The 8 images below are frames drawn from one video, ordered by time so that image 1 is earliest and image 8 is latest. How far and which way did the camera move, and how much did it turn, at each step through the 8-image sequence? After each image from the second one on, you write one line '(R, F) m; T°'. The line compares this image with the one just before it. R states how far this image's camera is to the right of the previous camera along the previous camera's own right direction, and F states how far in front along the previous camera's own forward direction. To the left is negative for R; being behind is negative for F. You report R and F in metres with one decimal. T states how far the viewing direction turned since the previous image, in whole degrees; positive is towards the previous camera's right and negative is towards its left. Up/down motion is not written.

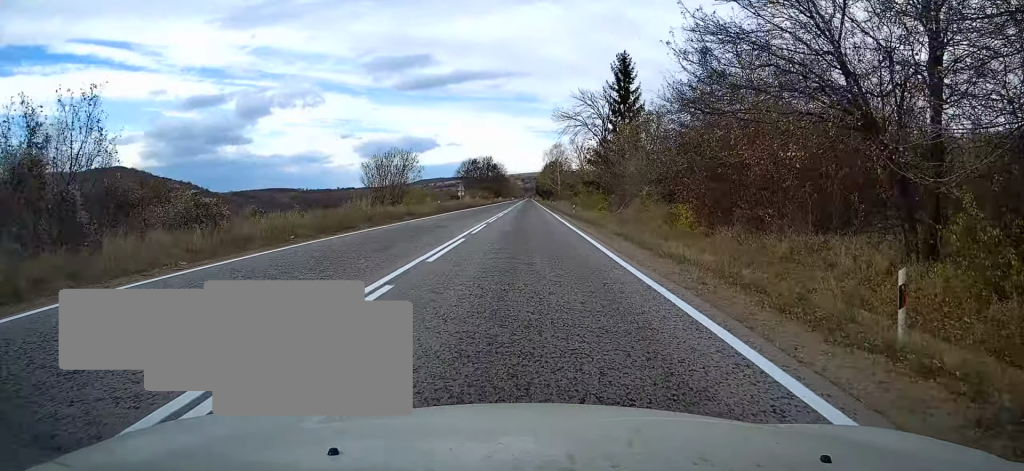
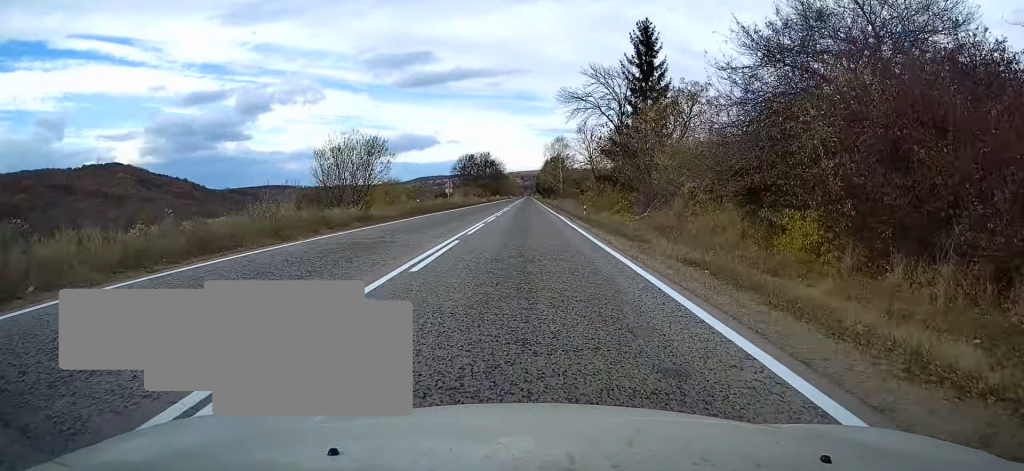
(+0.1, +10.9) m; 0°
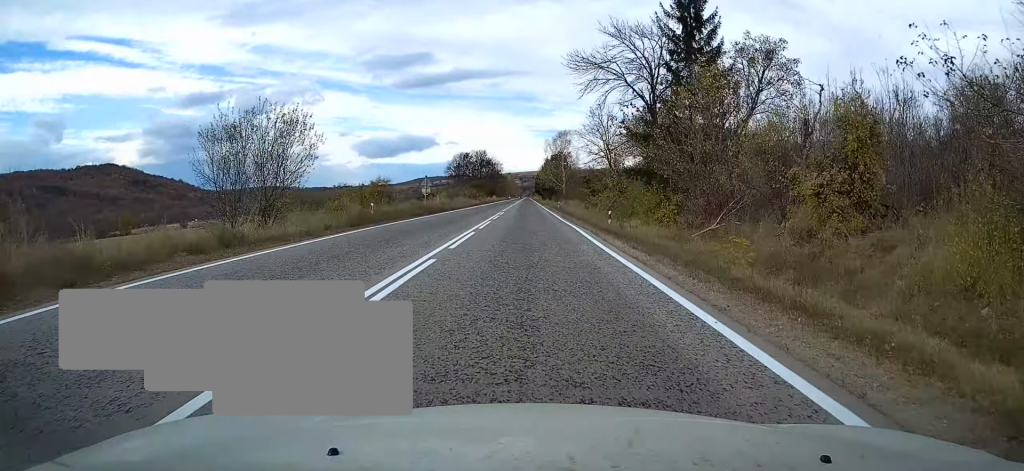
(+0.1, +13.6) m; 0°
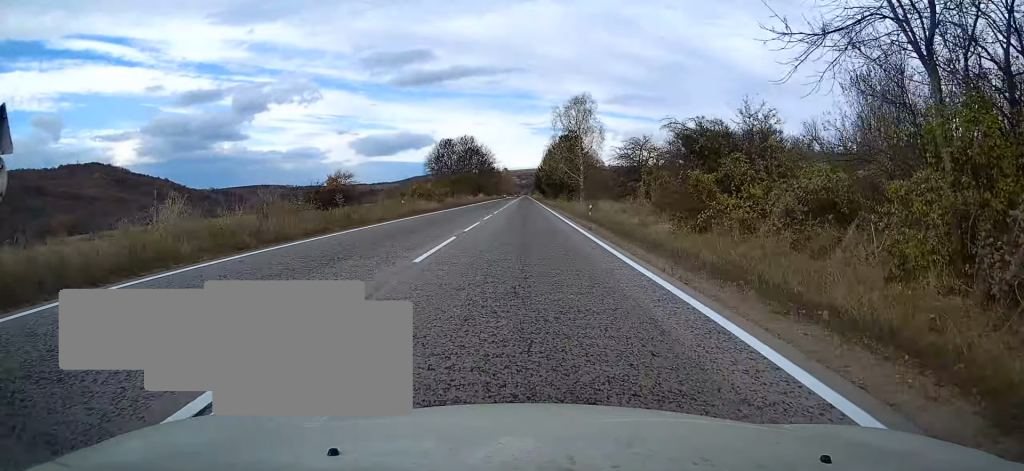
(-0.5, +40.8) m; 0°
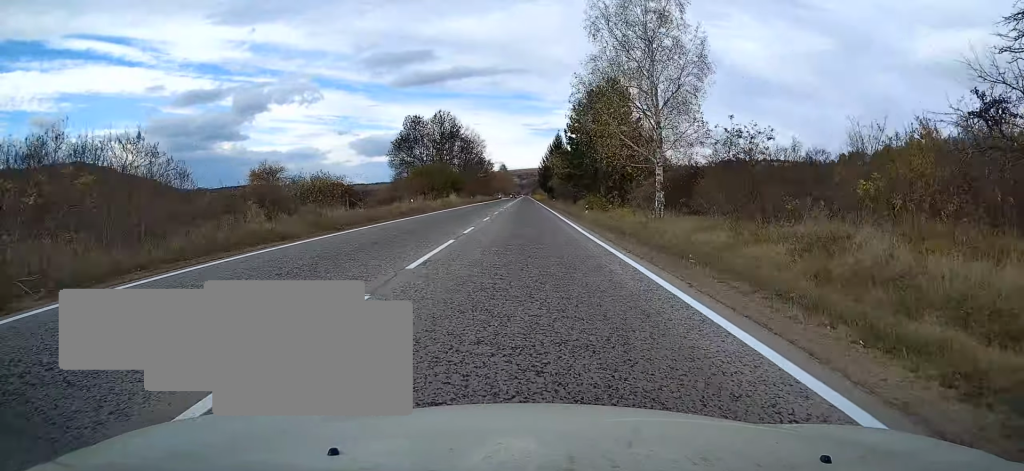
(+0.6, +46.3) m; 0°
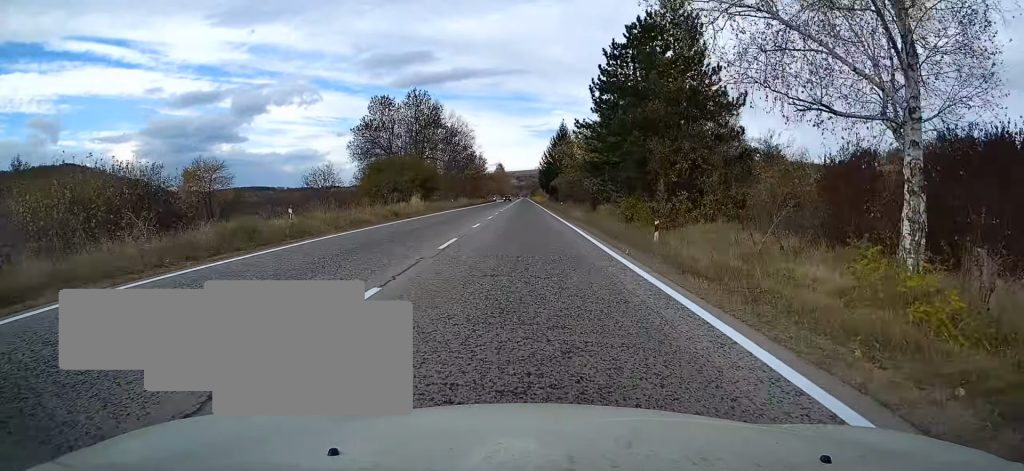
(-0.2, +23.4) m; -1°
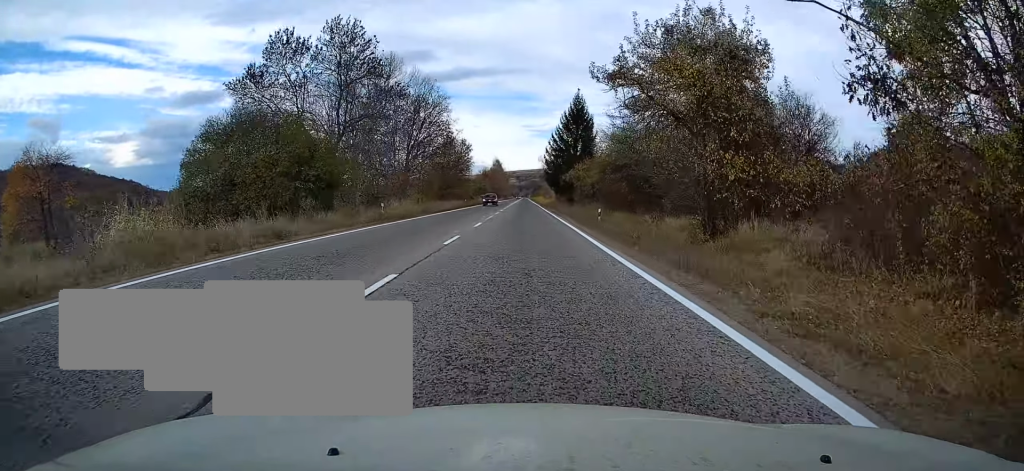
(0.0, +35.0) m; 0°
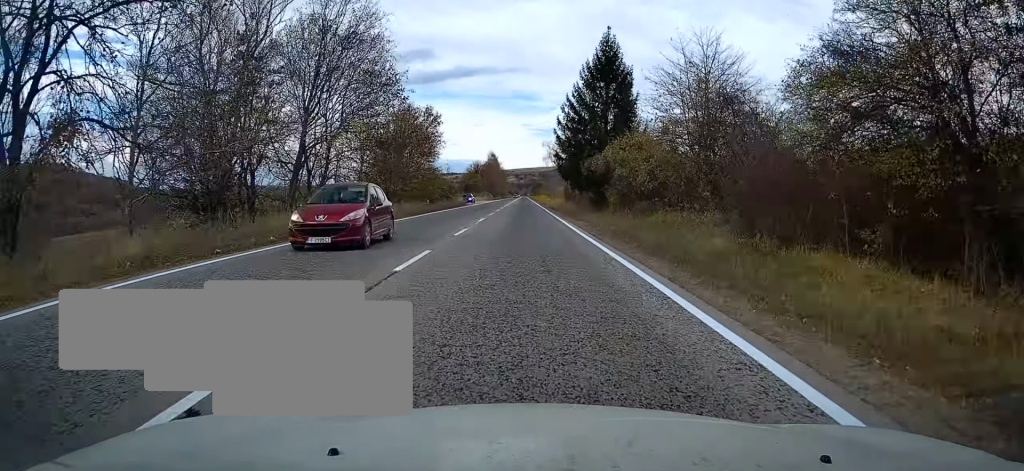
(+0.3, +32.4) m; 0°
